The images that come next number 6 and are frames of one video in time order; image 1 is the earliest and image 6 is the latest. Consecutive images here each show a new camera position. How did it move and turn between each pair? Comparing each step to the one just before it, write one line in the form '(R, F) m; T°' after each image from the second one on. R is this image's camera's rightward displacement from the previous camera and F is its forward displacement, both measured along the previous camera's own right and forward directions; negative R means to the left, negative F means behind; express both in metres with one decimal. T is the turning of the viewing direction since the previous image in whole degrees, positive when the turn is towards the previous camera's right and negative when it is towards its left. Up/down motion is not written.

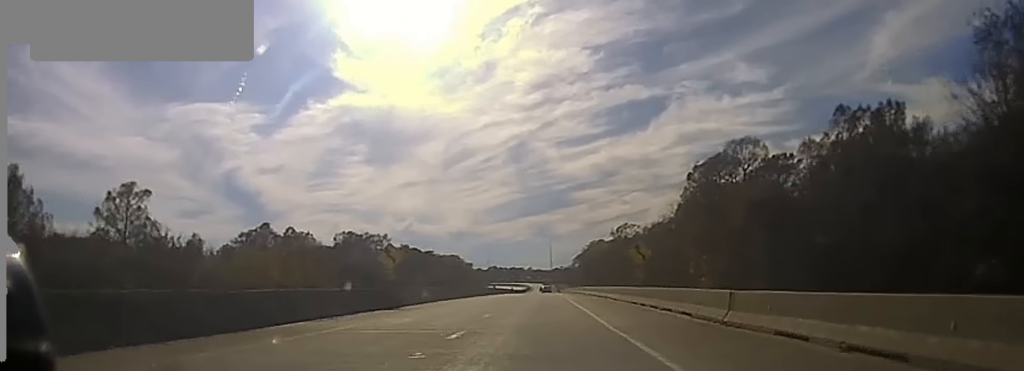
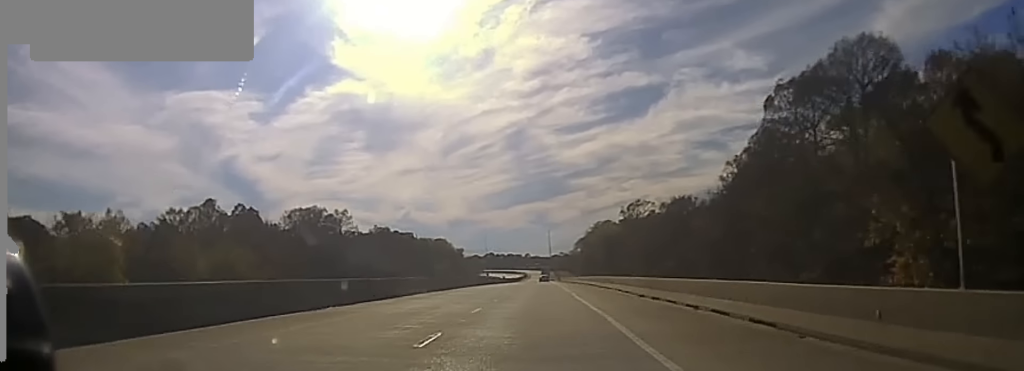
(+0.1, +41.4) m; 0°
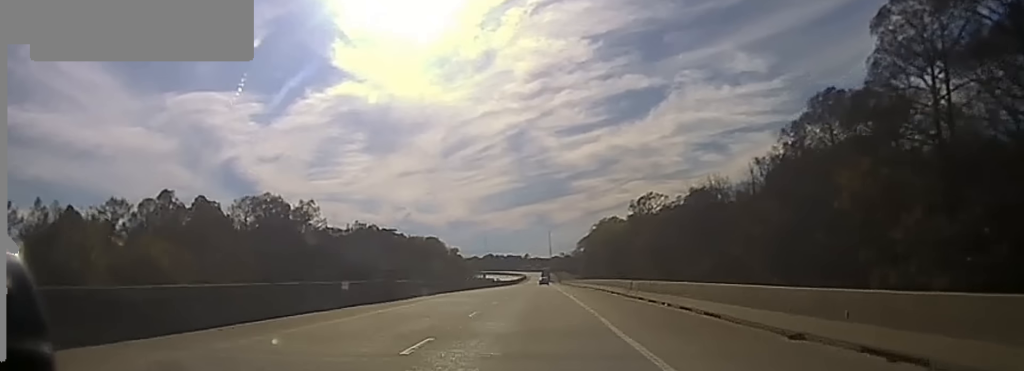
(0.0, +23.2) m; 0°
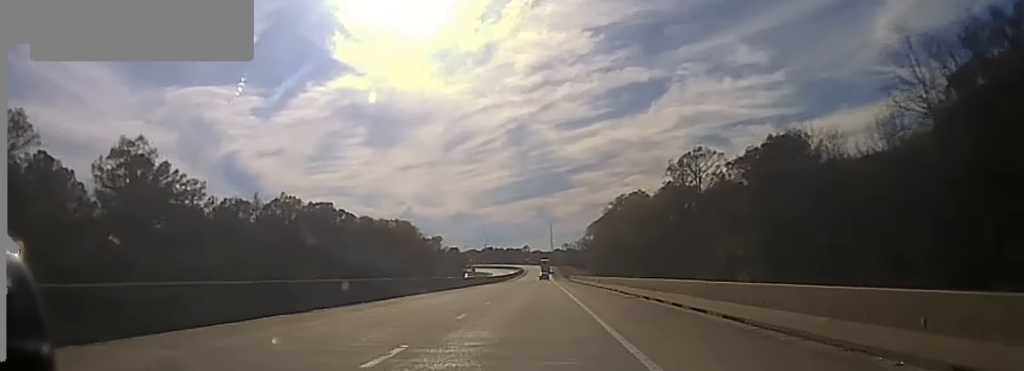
(+0.2, +57.0) m; +1°
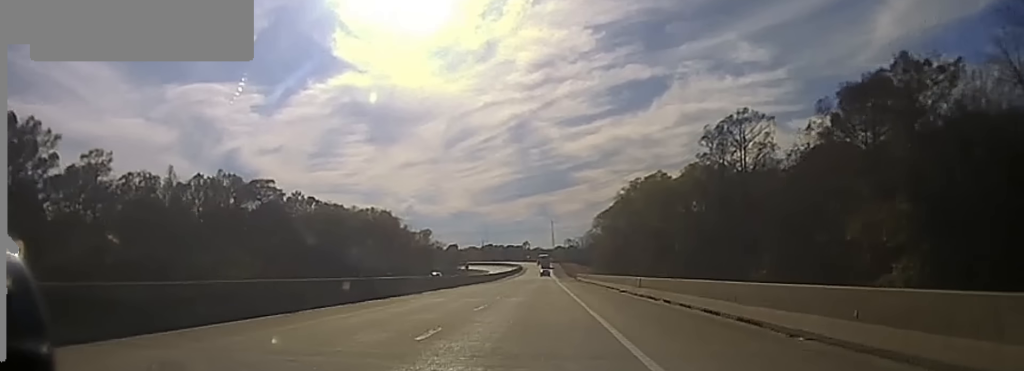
(+0.1, +31.6) m; 0°
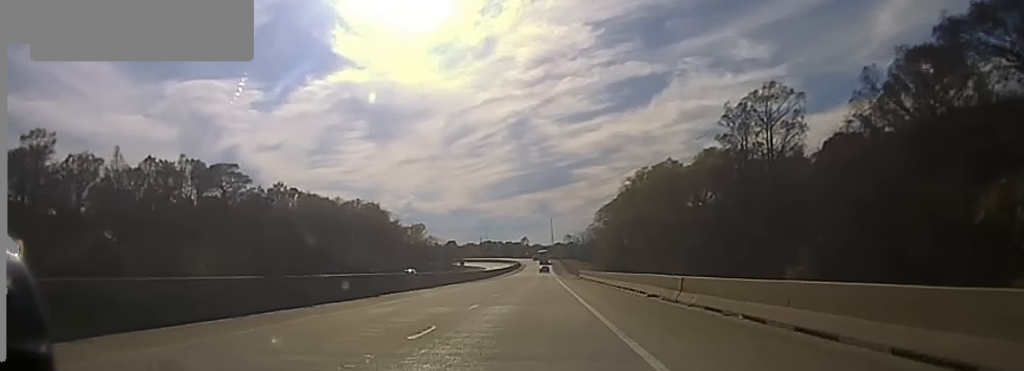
(0.0, +13.9) m; 0°
